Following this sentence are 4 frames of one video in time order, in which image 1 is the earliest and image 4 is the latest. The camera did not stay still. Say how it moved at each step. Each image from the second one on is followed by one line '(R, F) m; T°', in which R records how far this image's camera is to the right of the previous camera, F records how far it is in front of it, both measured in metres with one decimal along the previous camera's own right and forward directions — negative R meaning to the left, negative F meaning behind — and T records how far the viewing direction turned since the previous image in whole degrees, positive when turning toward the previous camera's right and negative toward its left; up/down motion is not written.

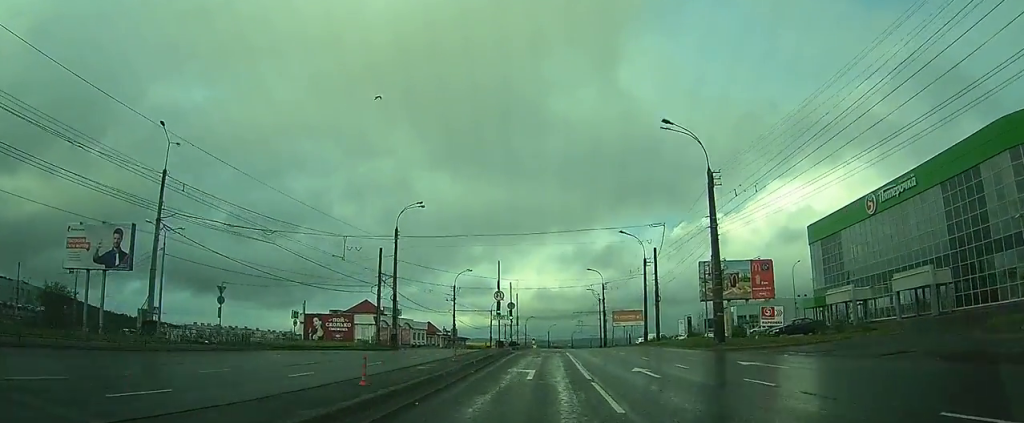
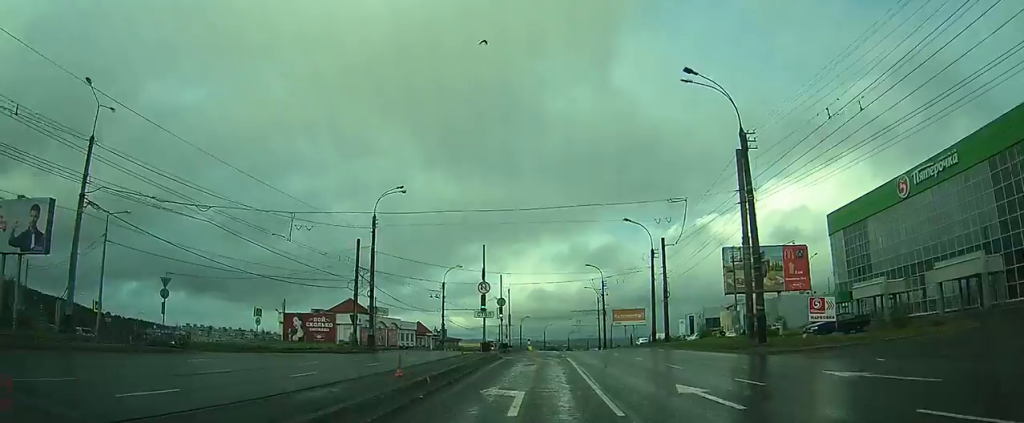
(0.0, +9.1) m; 0°
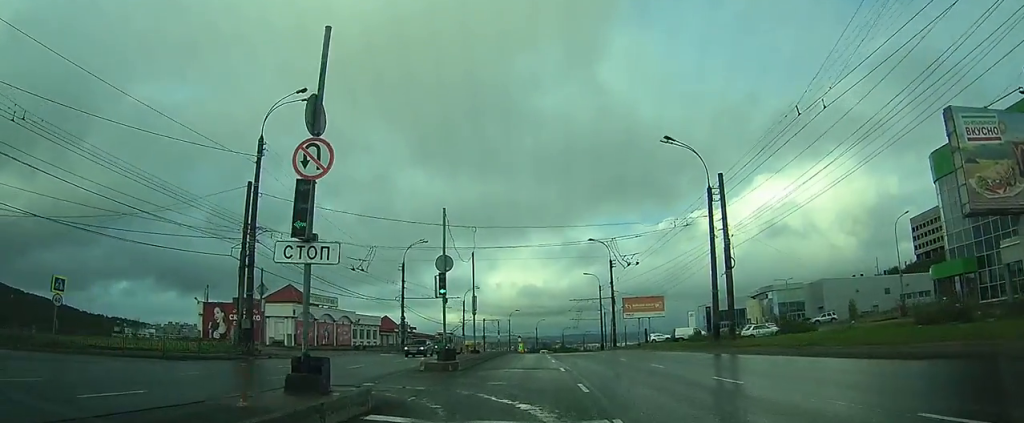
(+0.7, +27.0) m; +4°
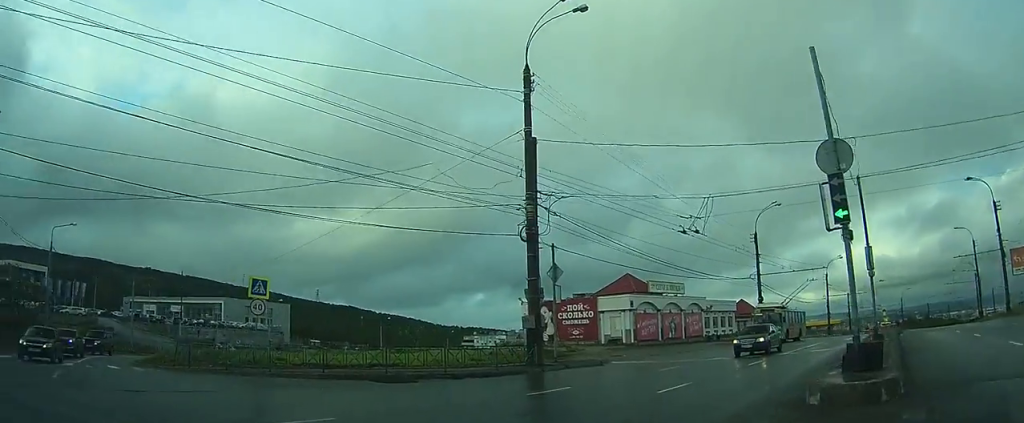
(-0.8, +15.6) m; -16°
